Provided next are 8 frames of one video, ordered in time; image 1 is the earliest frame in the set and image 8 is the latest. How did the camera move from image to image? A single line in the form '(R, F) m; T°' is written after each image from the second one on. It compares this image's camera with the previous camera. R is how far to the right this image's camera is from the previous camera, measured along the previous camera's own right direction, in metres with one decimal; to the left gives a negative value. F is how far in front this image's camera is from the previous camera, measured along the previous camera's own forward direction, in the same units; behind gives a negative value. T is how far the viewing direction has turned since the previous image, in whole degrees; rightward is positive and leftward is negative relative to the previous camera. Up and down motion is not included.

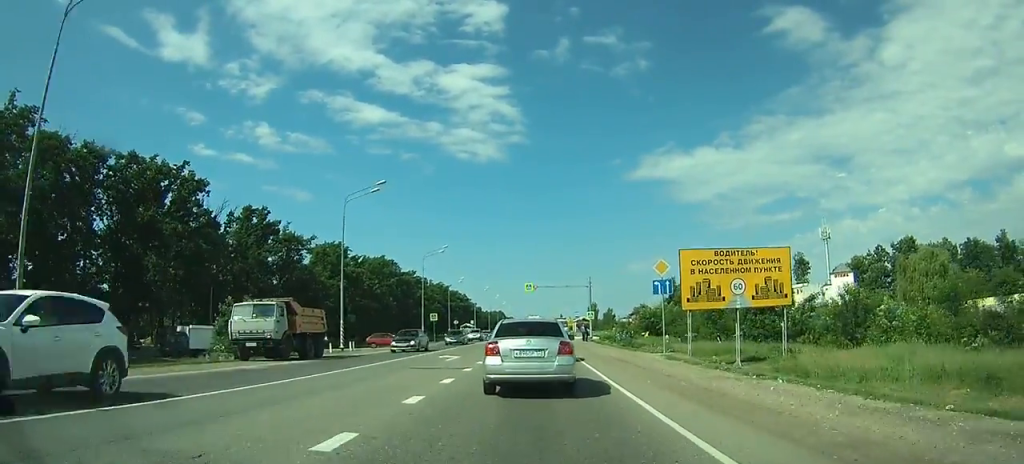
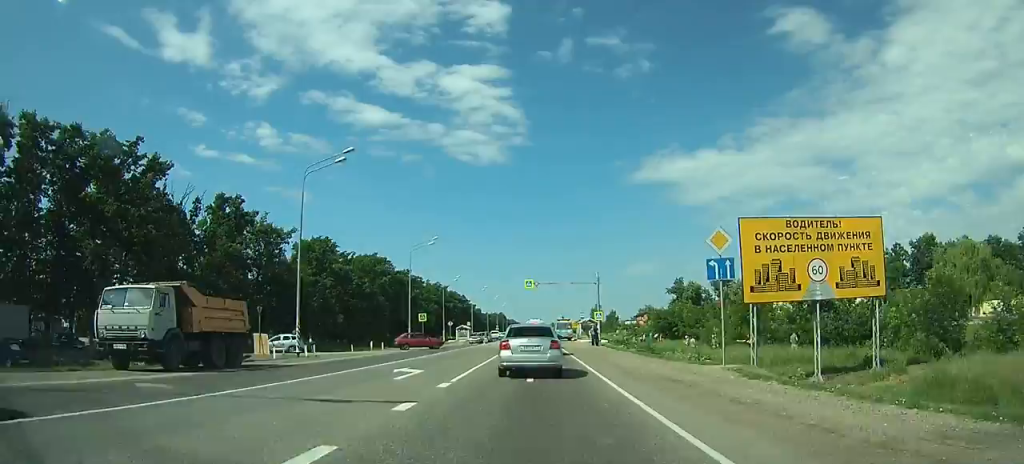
(0.0, +10.7) m; +1°
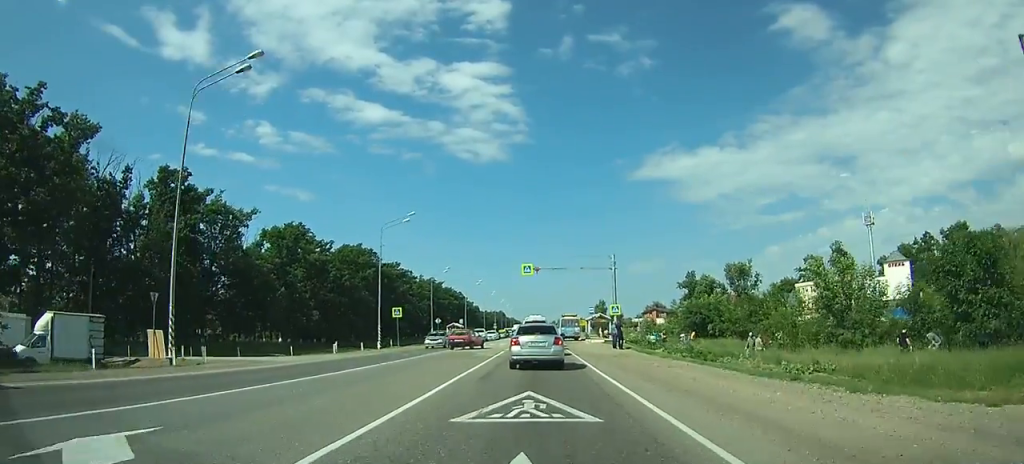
(+0.3, +9.8) m; +2°
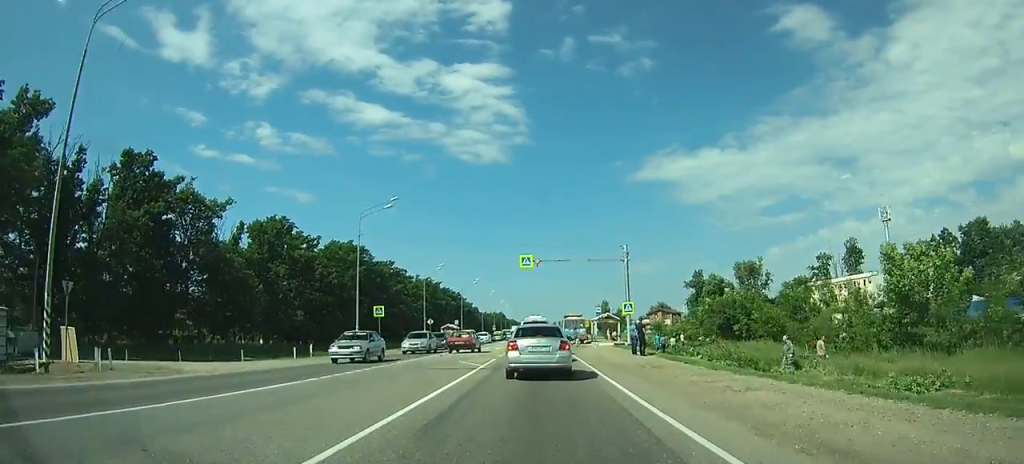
(0.0, +5.2) m; 0°
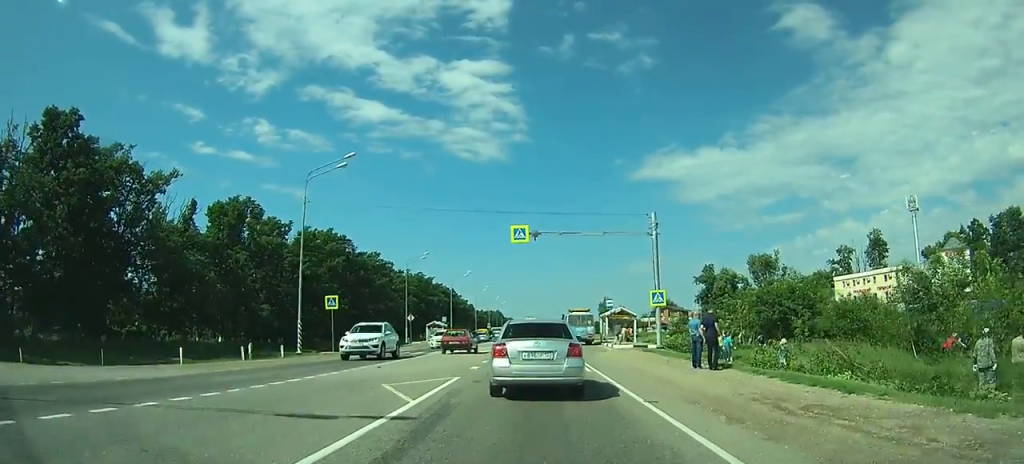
(0.0, +14.5) m; 0°
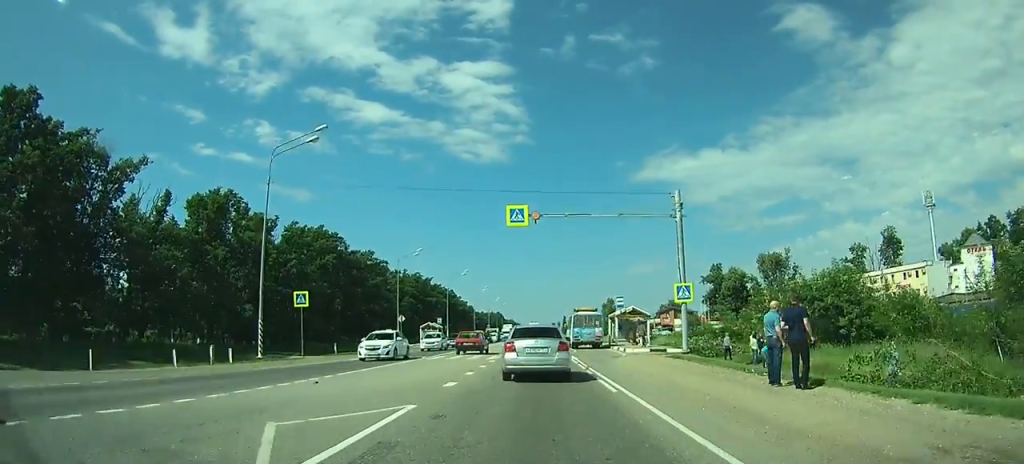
(0.0, +8.2) m; 0°
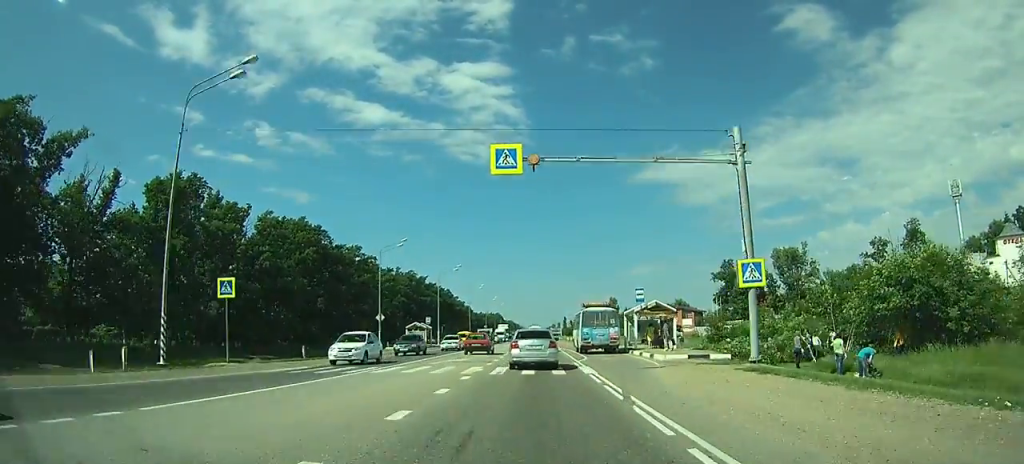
(0.0, +11.2) m; 0°
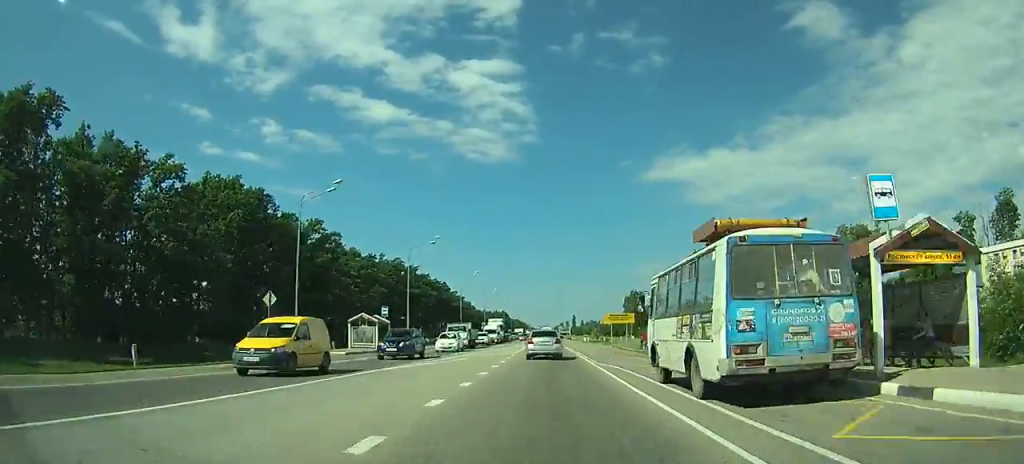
(+0.1, +26.3) m; +1°
